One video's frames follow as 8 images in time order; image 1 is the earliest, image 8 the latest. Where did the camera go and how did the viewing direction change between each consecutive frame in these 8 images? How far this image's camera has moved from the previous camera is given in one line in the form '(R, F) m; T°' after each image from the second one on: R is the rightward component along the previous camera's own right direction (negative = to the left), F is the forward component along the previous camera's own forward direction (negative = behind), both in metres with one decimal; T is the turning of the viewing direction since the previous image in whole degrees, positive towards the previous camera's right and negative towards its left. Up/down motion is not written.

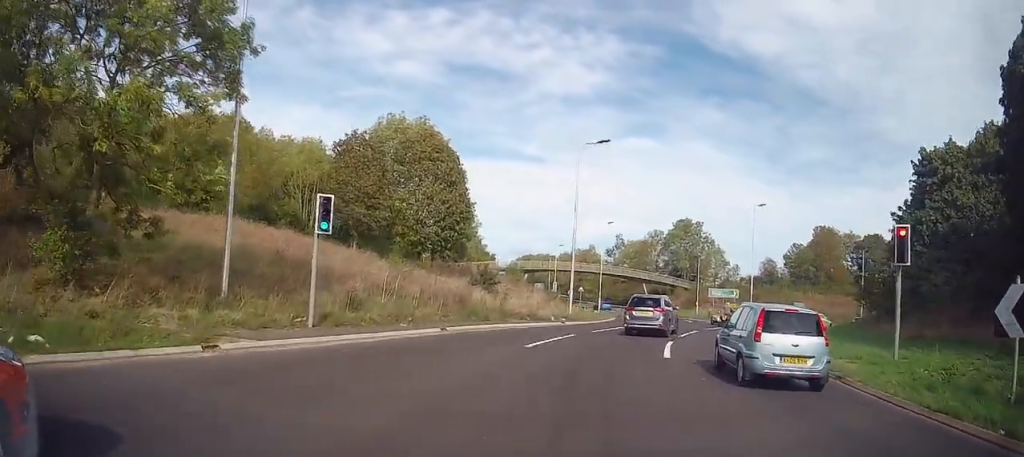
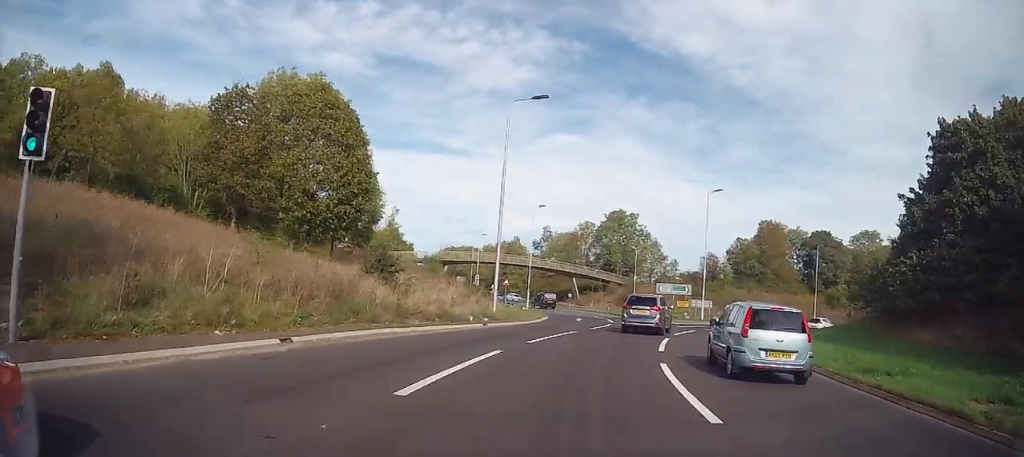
(+0.7, +8.0) m; +8°
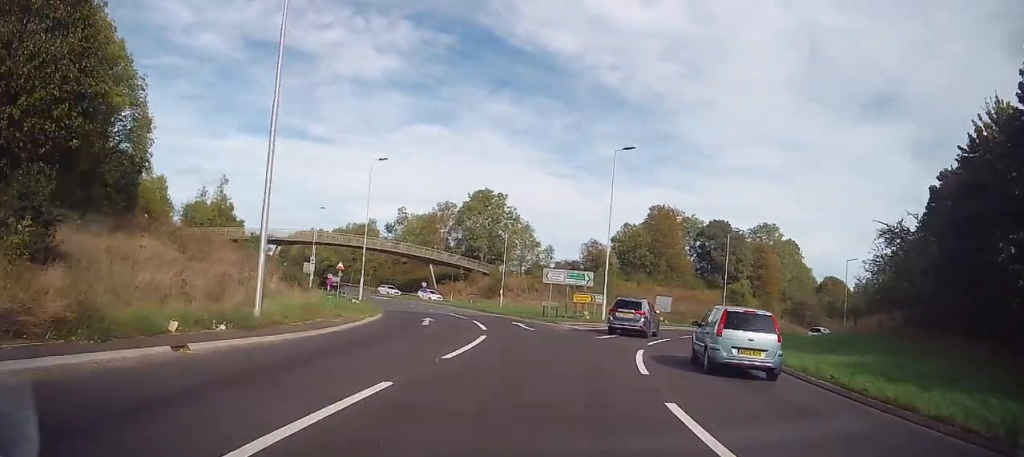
(+1.6, +14.7) m; +13°
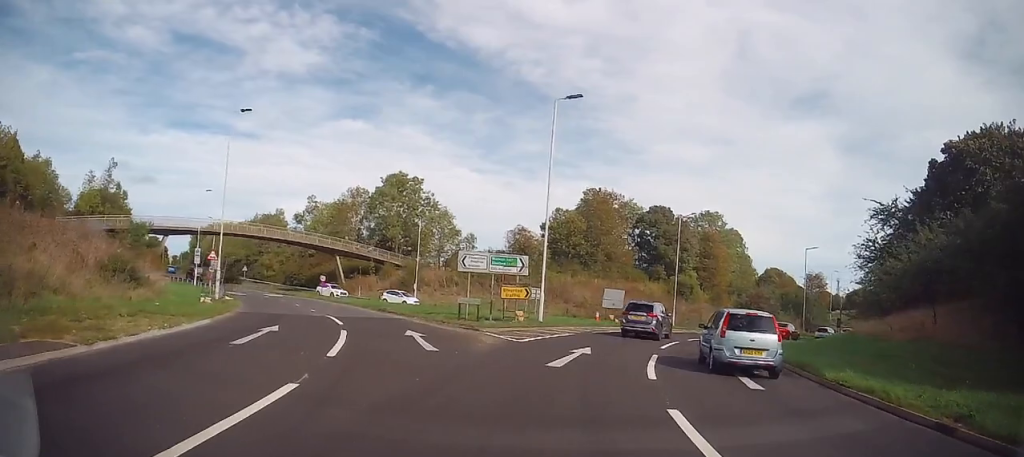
(+0.7, +9.8) m; +9°
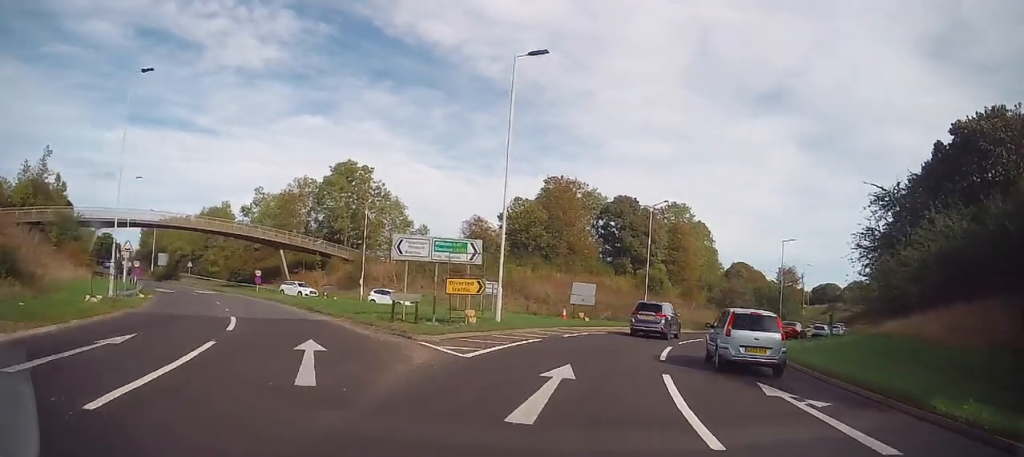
(+0.3, +5.3) m; +5°
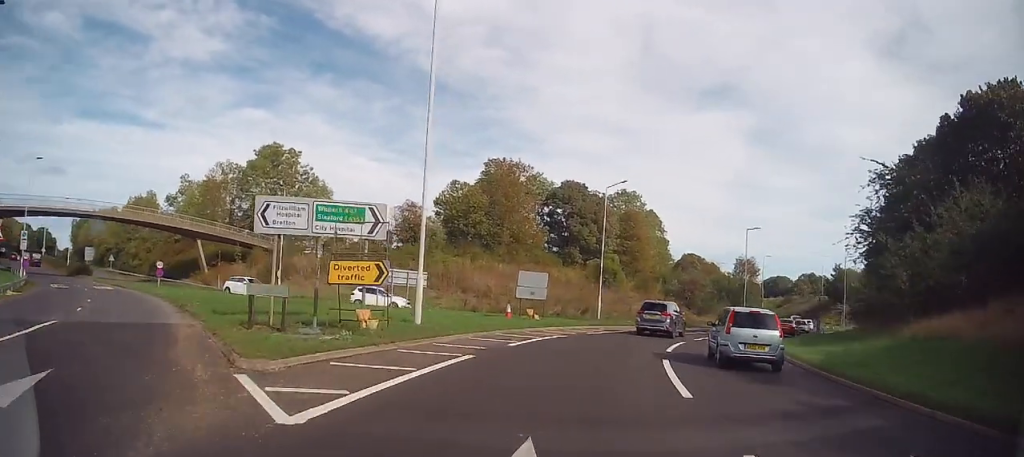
(+0.3, +6.5) m; +7°
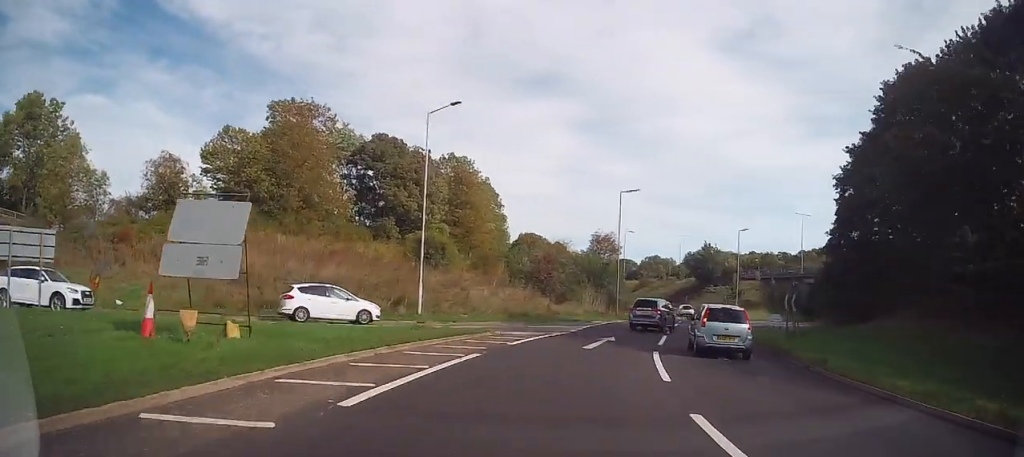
(+2.5, +16.7) m; +15°
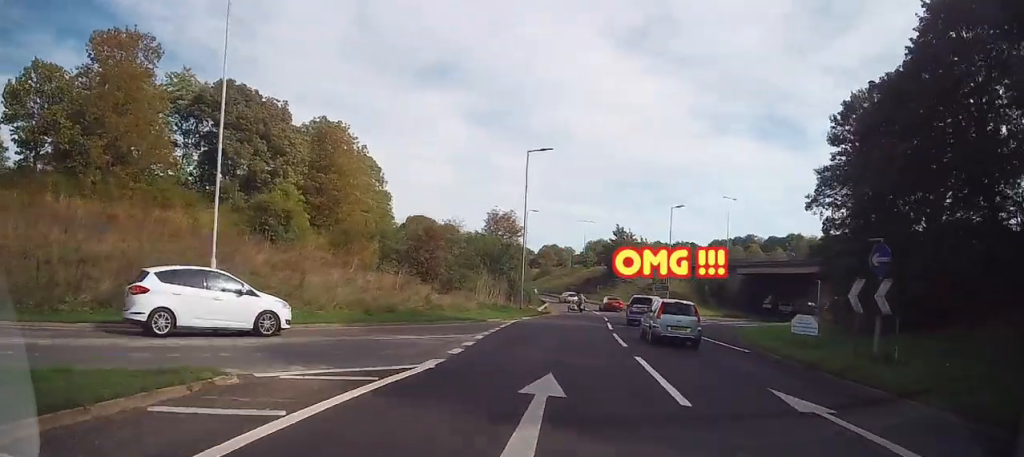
(+1.1, +12.5) m; +9°
